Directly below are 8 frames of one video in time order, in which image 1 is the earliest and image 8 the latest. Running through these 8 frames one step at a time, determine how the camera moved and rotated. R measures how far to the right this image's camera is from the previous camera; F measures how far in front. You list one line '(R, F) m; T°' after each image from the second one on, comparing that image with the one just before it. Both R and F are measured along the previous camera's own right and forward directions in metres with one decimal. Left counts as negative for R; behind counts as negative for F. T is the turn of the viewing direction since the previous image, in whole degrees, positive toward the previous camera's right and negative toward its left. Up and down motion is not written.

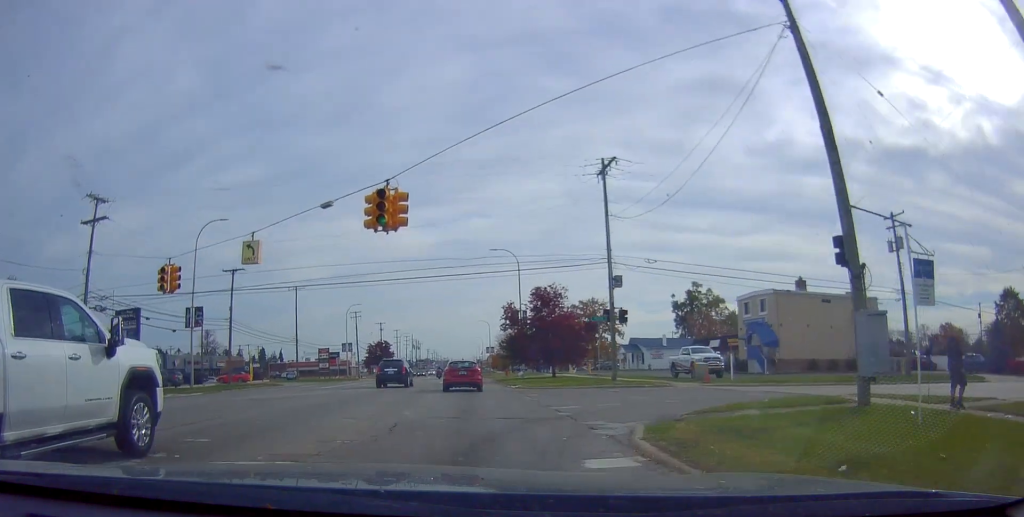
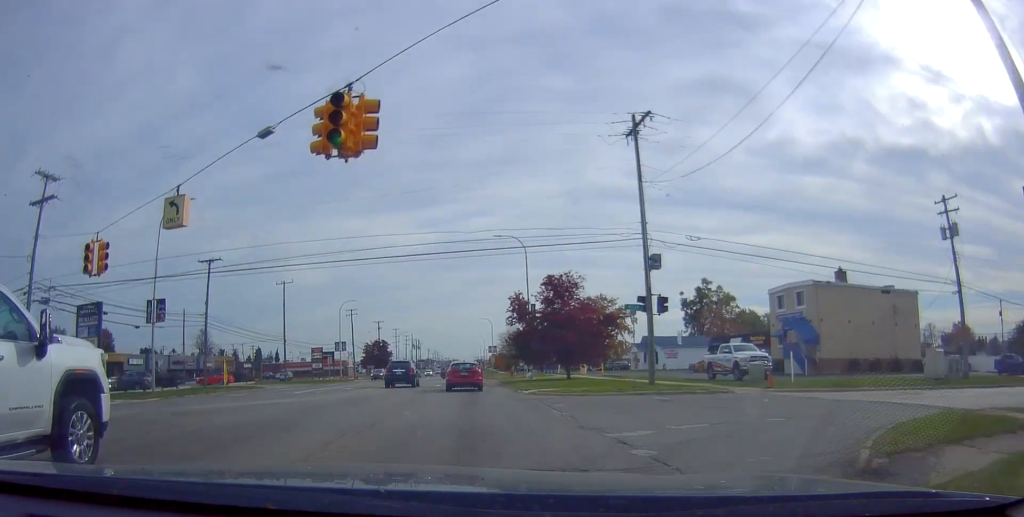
(-0.3, +6.2) m; 0°
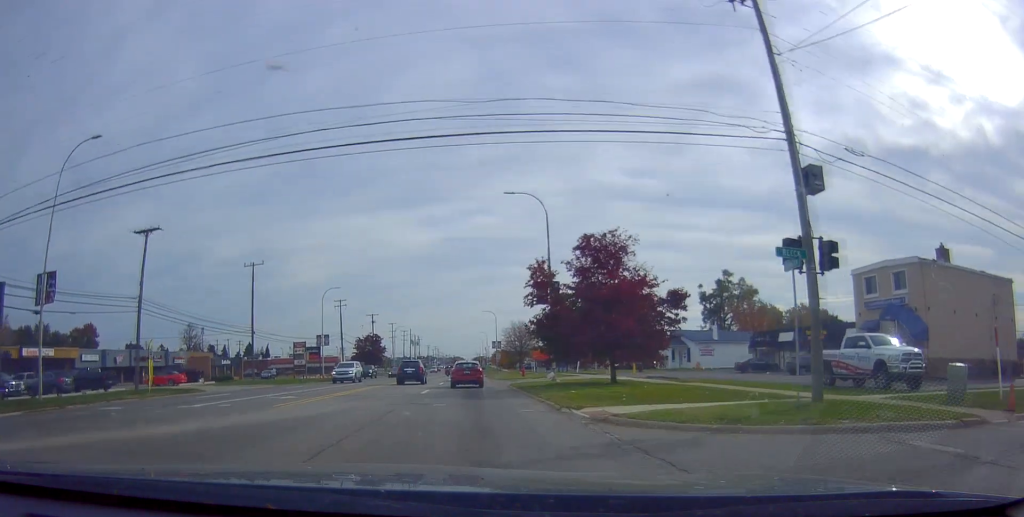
(+0.2, +12.5) m; +1°
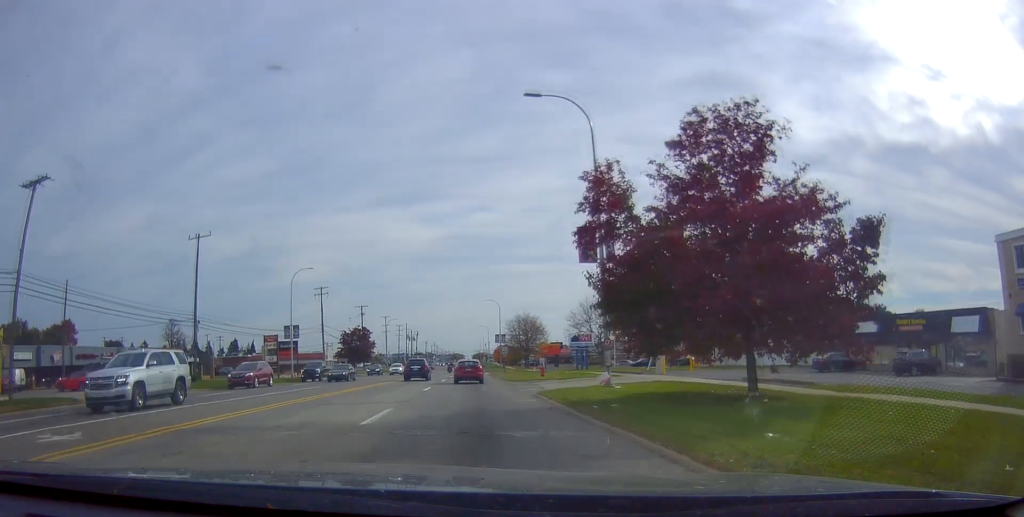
(-0.3, +14.8) m; 0°
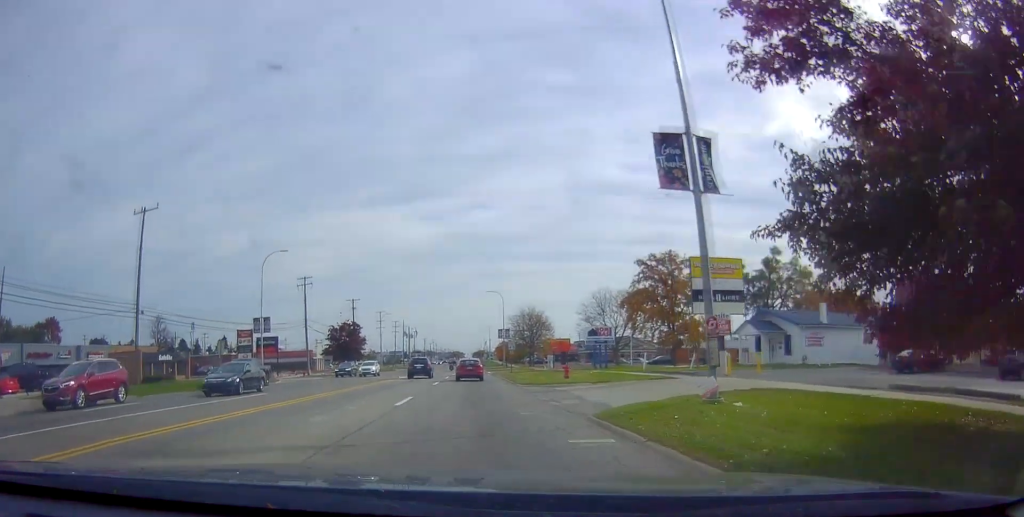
(+0.4, +10.4) m; 0°
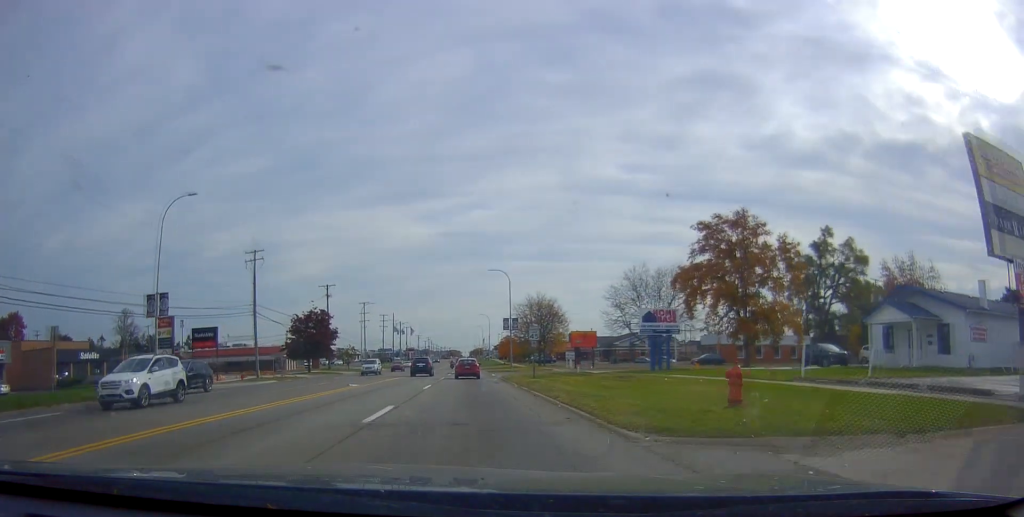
(-0.2, +20.8) m; +1°
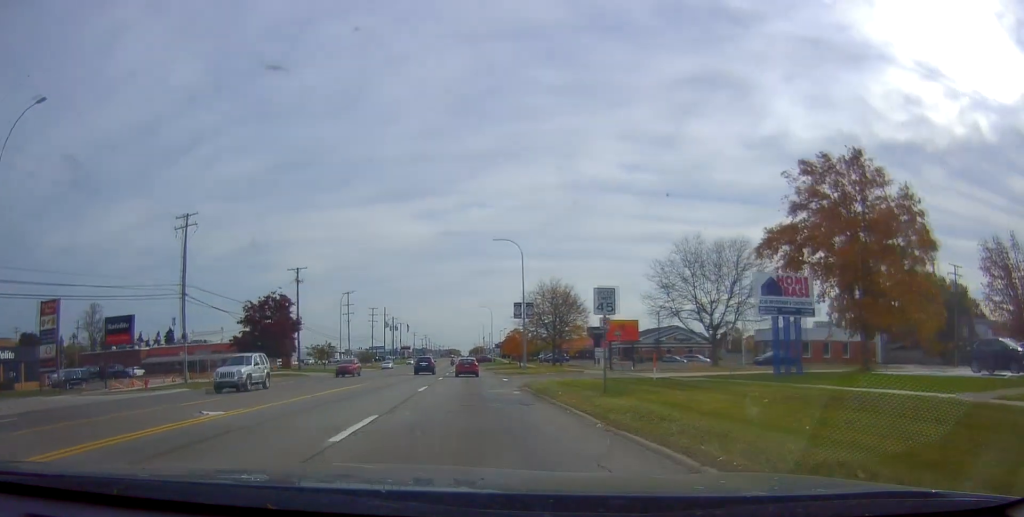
(+0.6, +18.3) m; +2°
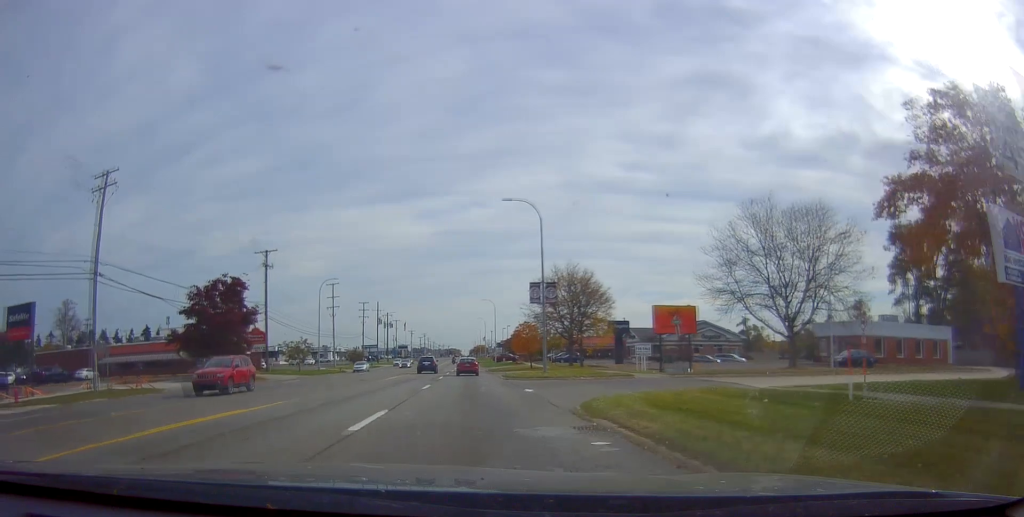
(0.0, +14.1) m; 0°
